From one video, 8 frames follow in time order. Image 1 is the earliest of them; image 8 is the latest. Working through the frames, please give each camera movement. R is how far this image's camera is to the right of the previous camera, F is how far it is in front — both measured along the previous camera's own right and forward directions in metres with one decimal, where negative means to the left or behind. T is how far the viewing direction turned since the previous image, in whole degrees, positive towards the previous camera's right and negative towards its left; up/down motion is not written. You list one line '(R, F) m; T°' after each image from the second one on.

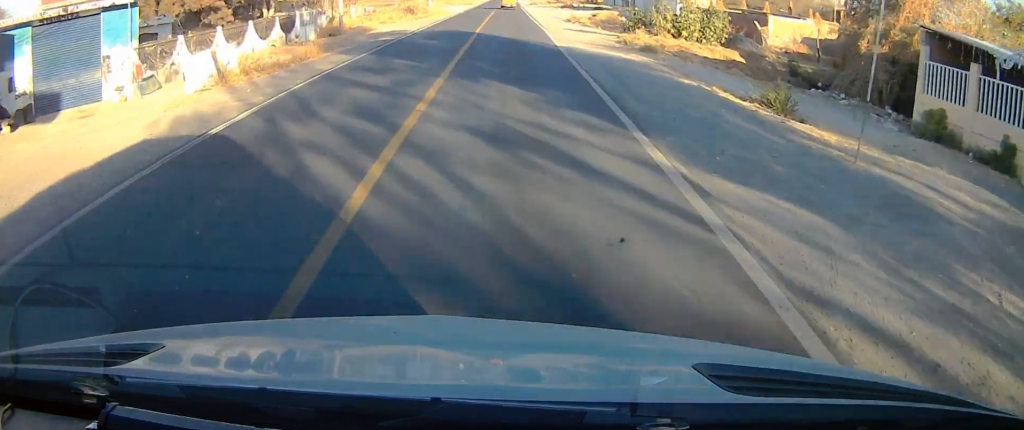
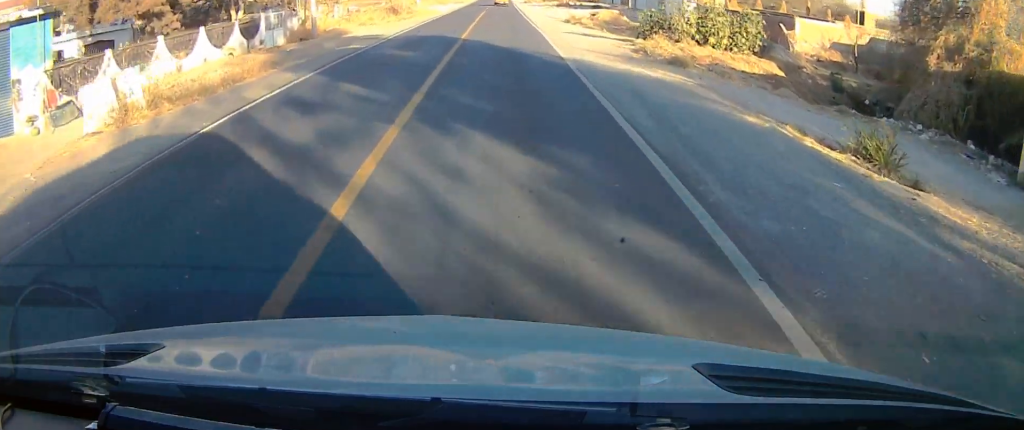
(+0.5, +4.9) m; +3°
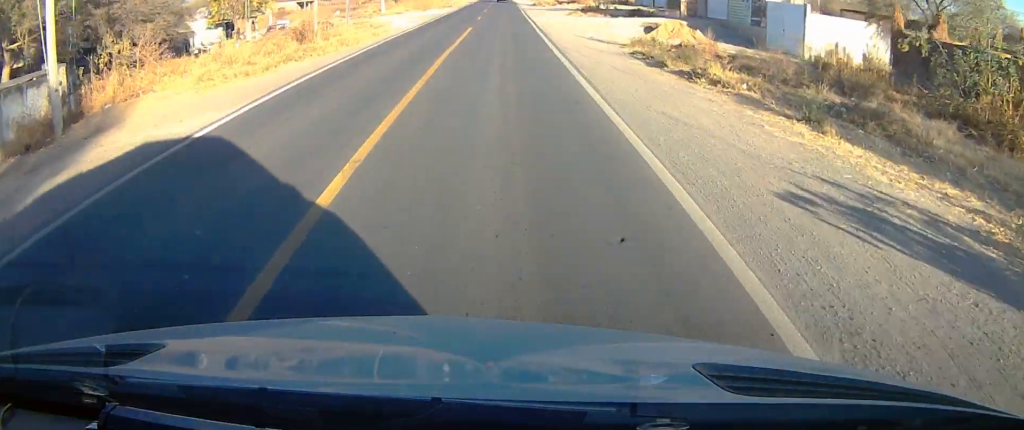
(+0.3, +25.4) m; 0°
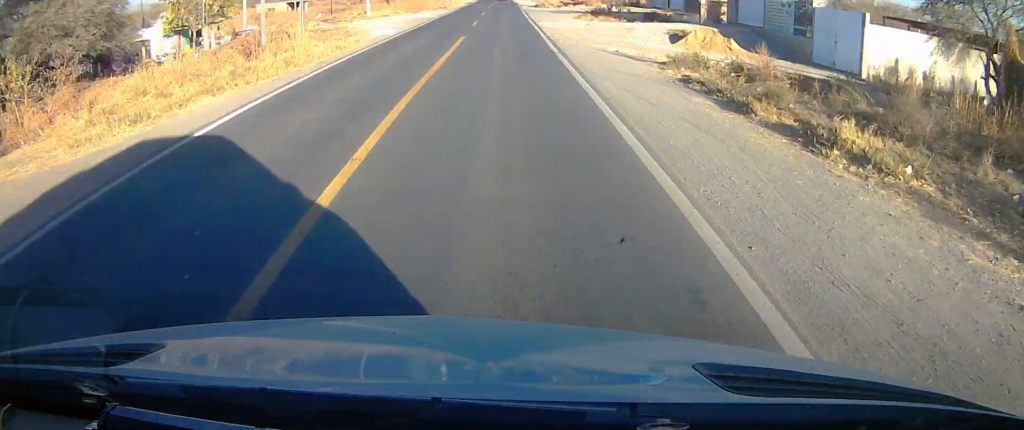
(0.0, +6.5) m; 0°
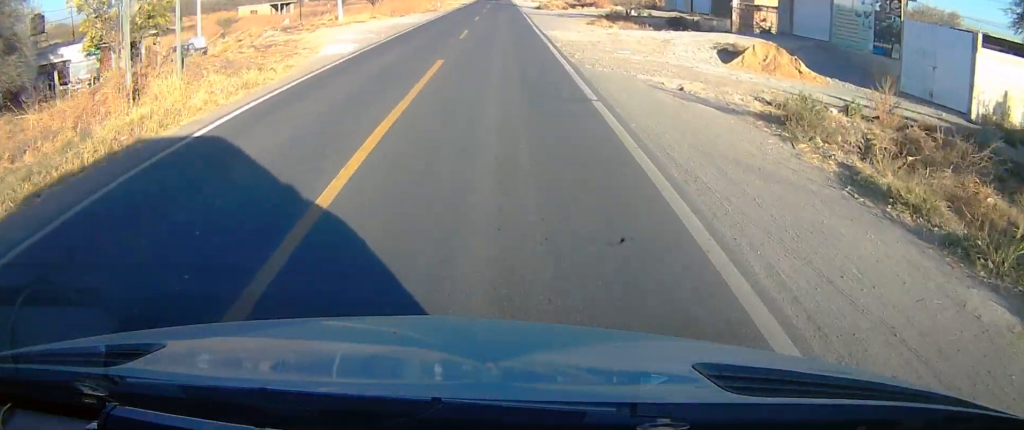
(+0.2, +8.9) m; +1°
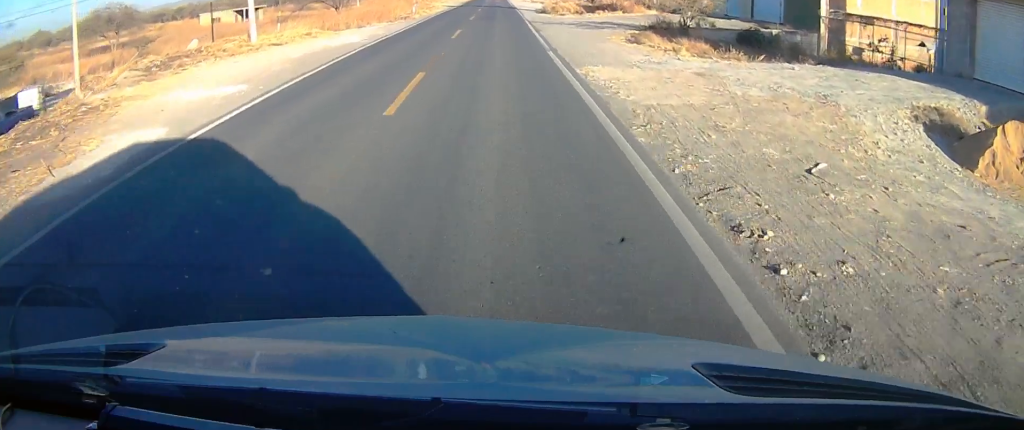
(0.0, +15.8) m; -2°
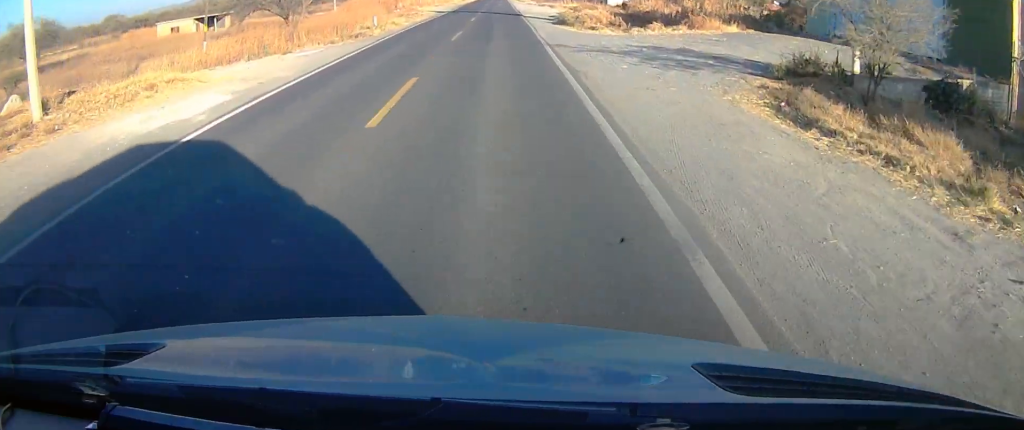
(-0.3, +15.7) m; 0°
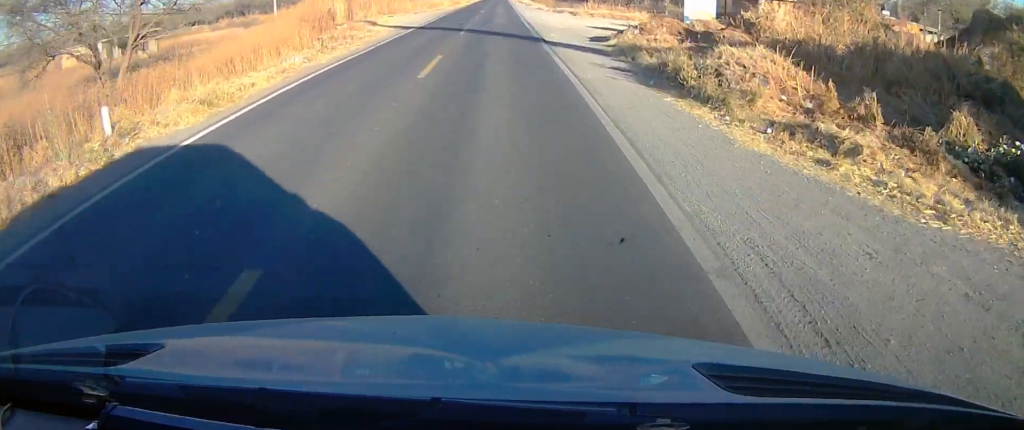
(+0.6, +23.9) m; 0°
